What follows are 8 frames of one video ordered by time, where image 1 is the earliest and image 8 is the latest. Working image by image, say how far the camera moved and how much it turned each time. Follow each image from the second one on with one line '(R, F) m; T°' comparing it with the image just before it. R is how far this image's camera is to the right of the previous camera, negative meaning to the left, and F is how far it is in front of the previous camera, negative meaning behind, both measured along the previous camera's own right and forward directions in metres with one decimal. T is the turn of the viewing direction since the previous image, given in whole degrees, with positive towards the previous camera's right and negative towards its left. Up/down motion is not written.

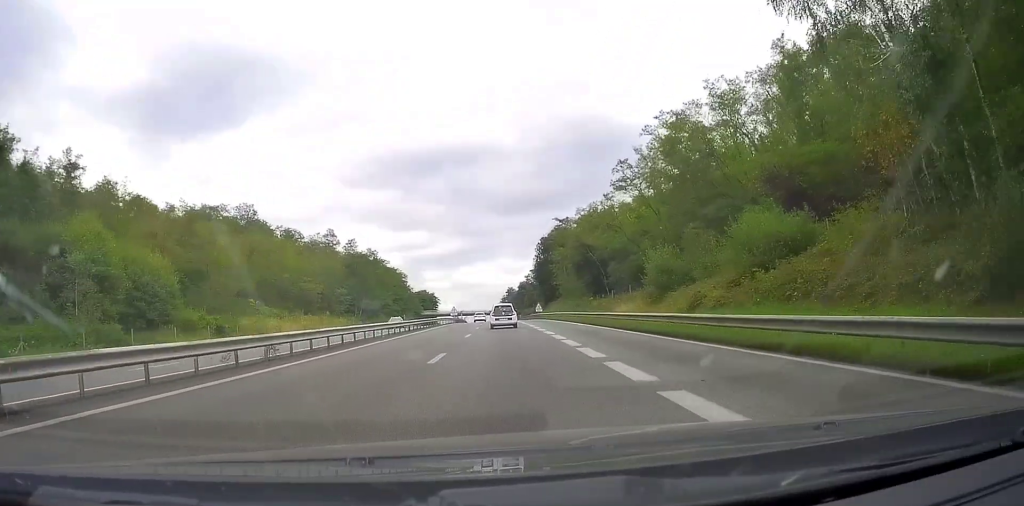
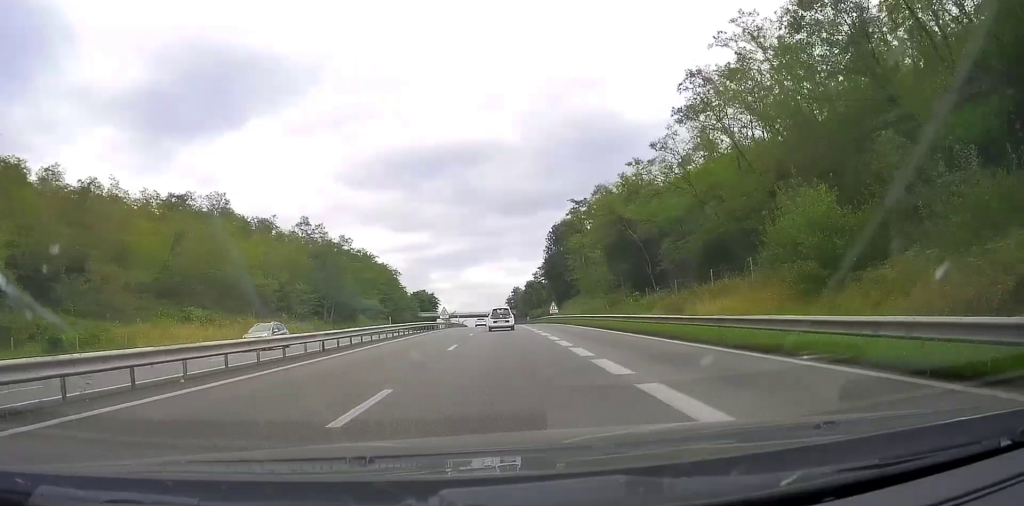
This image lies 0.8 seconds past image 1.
(+0.5, +20.7) m; +1°
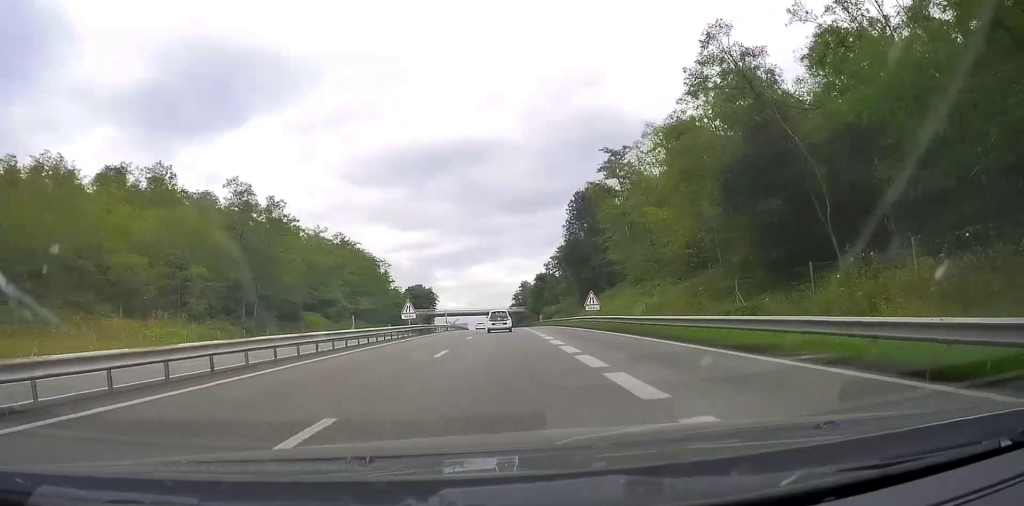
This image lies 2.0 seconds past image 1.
(0.0, +29.1) m; 0°
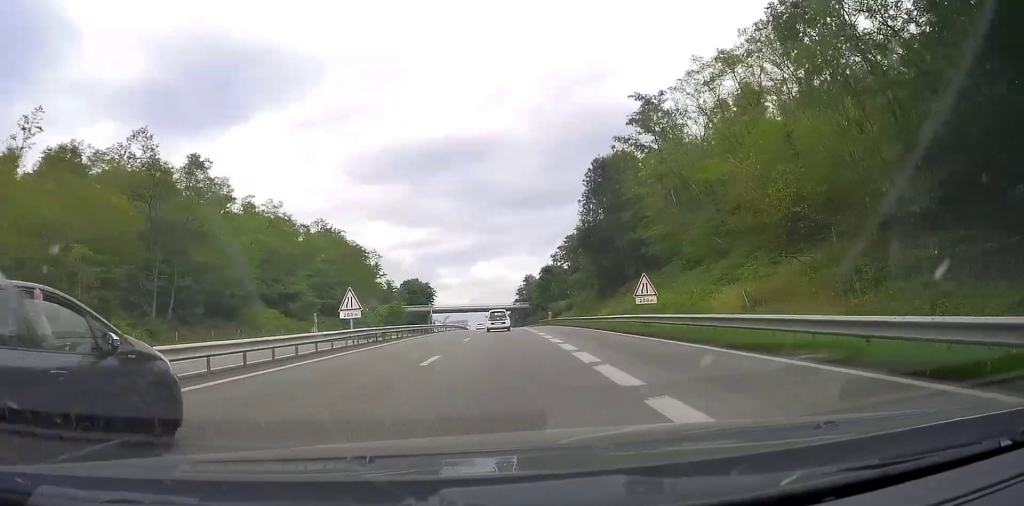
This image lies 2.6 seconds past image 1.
(+0.1, +16.2) m; -1°
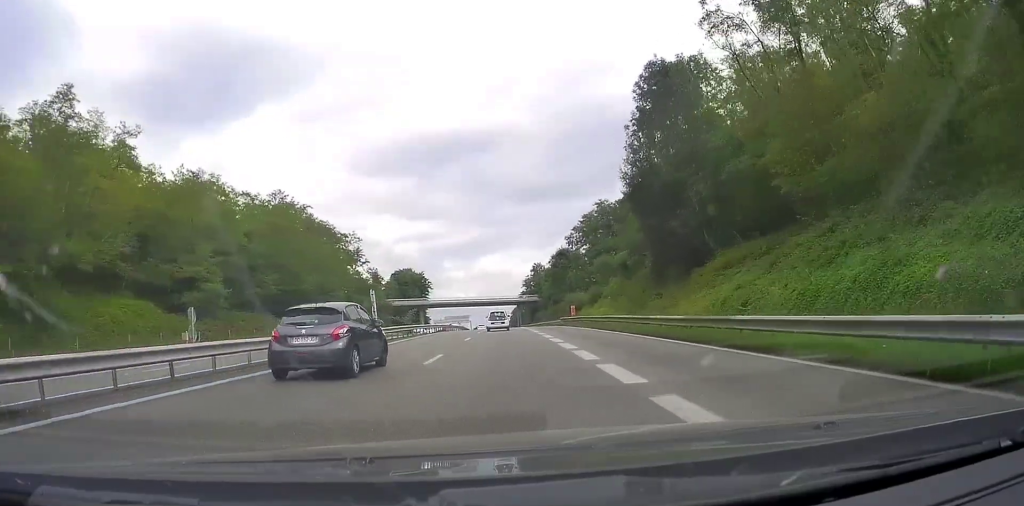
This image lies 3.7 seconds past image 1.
(-0.4, +25.6) m; -2°
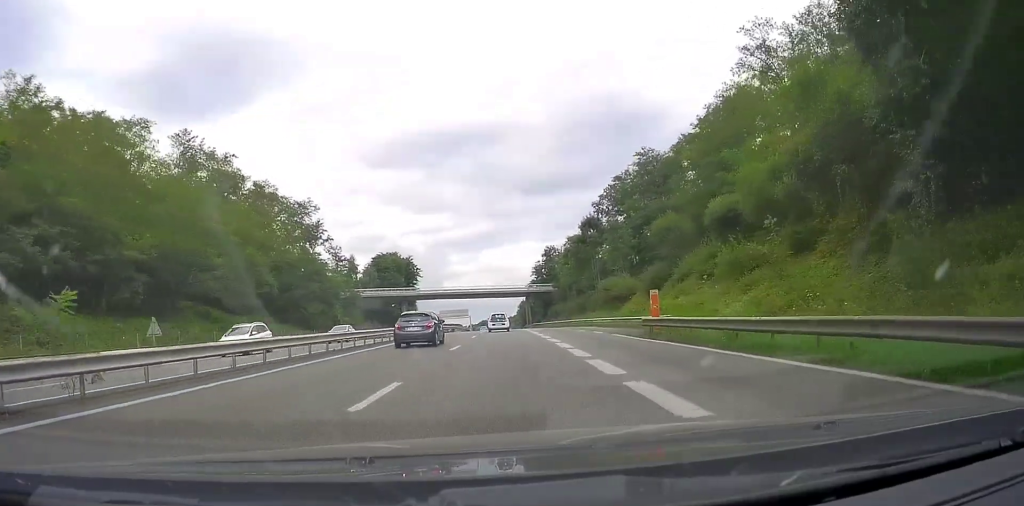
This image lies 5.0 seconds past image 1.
(-0.2, +32.9) m; -1°
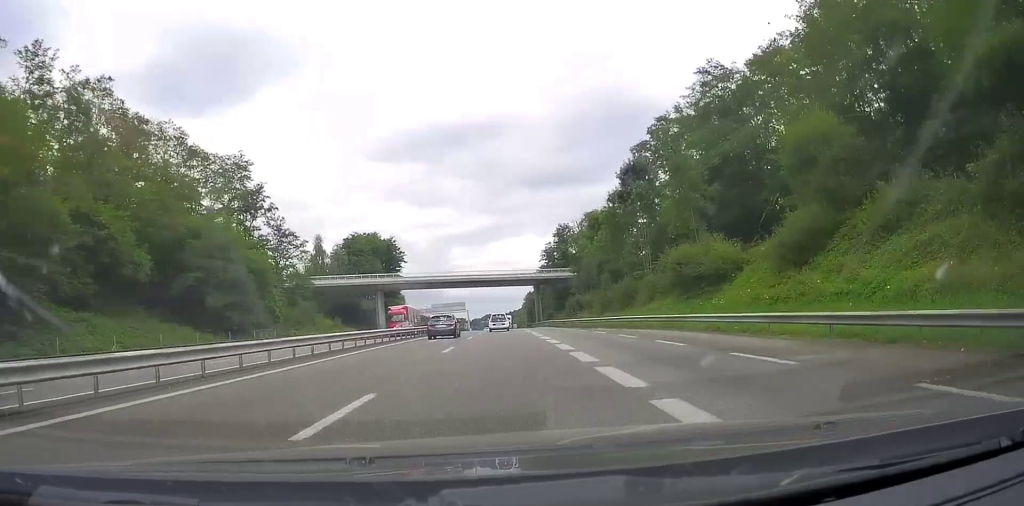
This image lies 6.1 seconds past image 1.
(-0.2, +27.4) m; 0°
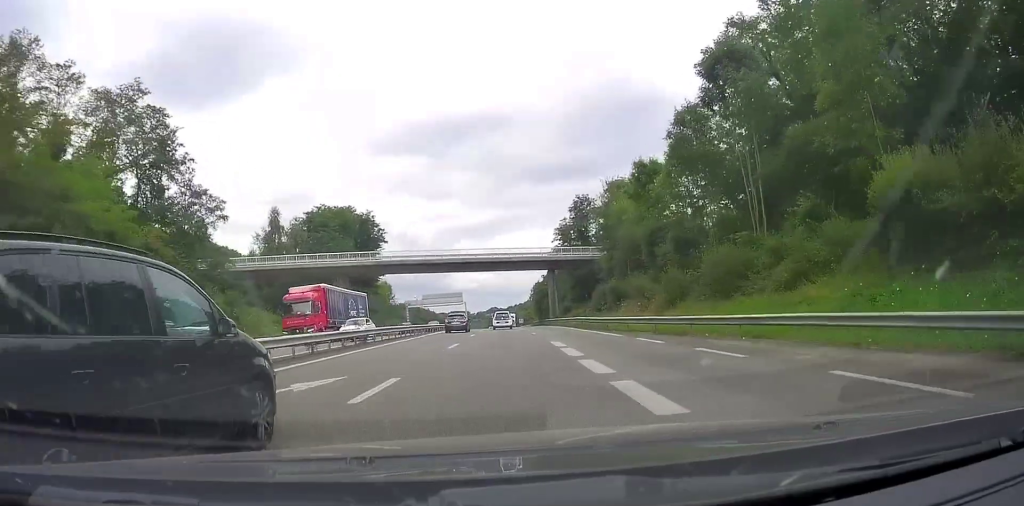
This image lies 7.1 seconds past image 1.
(+0.3, +23.9) m; -2°
